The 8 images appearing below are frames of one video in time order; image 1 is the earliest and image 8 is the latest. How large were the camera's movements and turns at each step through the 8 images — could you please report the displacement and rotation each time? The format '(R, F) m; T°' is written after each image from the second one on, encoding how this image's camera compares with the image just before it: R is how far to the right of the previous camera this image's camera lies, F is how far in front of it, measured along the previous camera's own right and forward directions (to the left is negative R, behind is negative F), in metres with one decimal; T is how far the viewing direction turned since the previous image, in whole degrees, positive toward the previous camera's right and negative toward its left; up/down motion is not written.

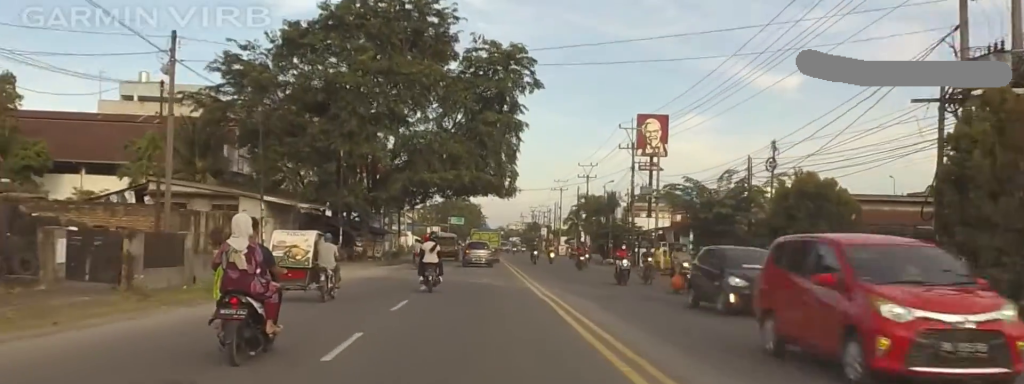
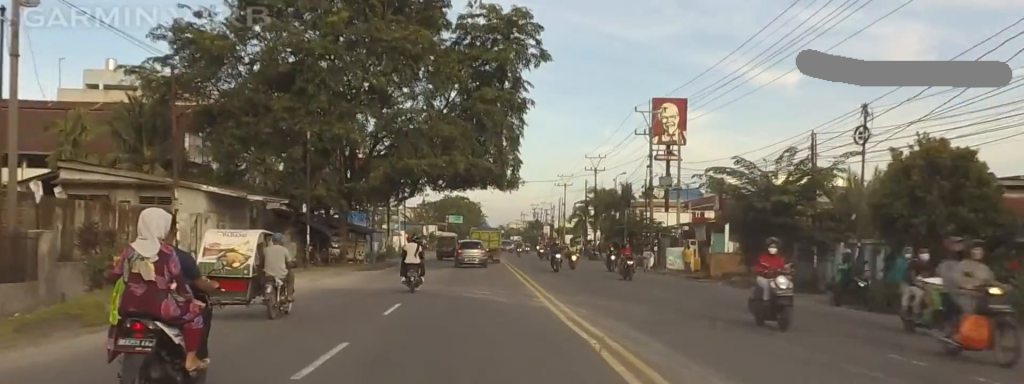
(0.0, +8.5) m; 0°
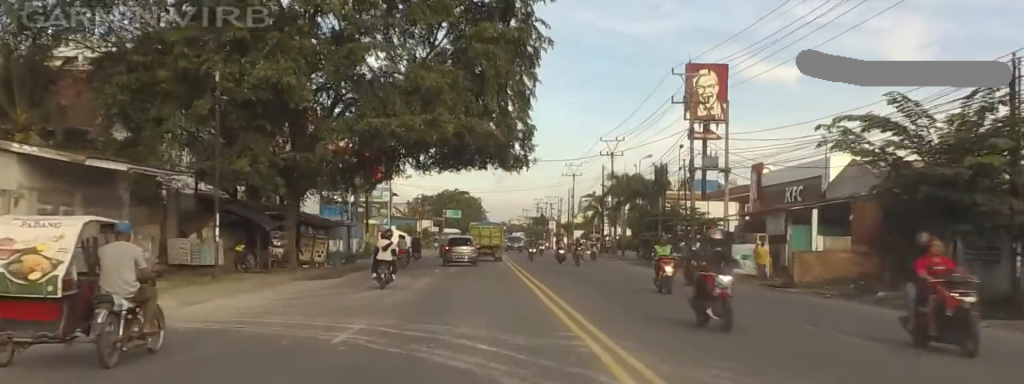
(0.0, +12.9) m; 0°
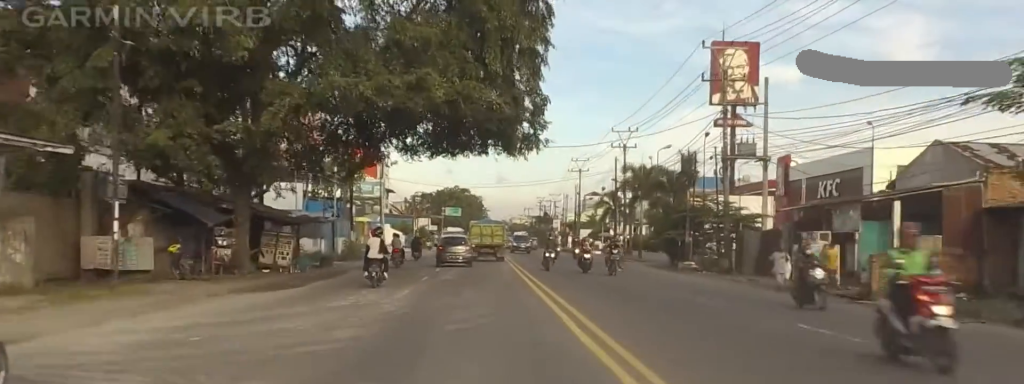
(0.0, +6.9) m; 0°
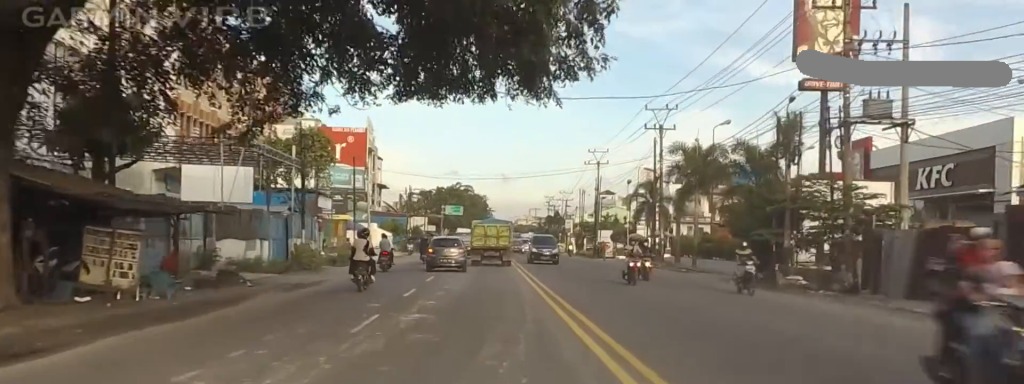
(0.0, +14.3) m; 0°
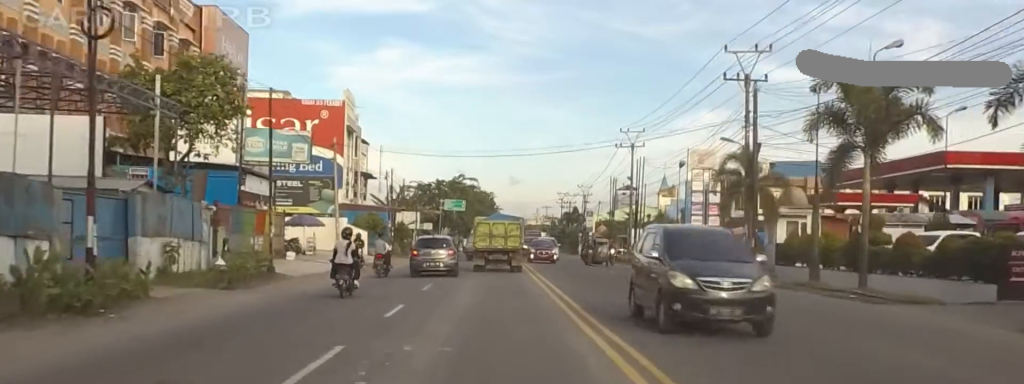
(0.0, +19.6) m; 0°
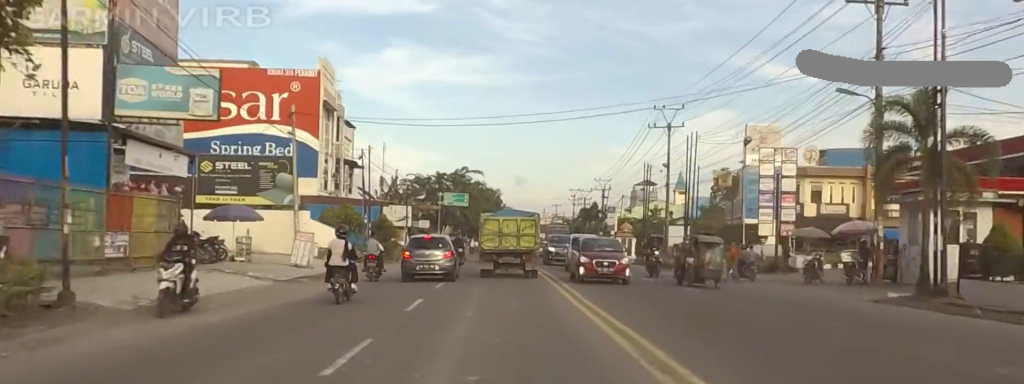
(0.0, +13.9) m; 0°
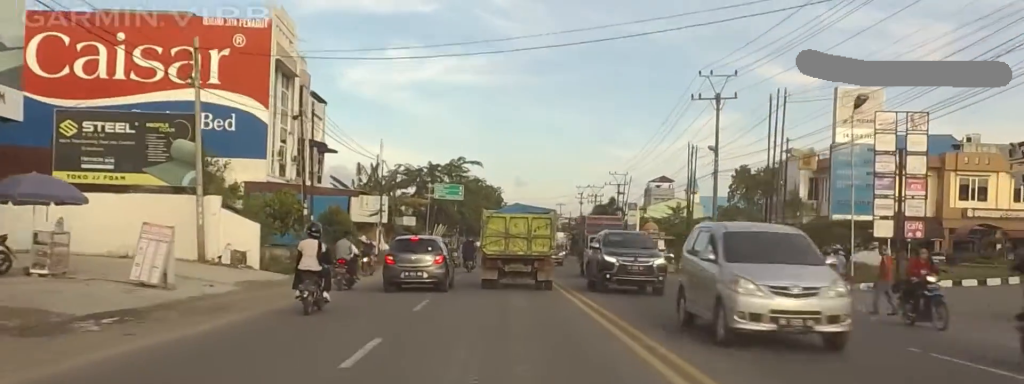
(0.0, +13.8) m; 0°
